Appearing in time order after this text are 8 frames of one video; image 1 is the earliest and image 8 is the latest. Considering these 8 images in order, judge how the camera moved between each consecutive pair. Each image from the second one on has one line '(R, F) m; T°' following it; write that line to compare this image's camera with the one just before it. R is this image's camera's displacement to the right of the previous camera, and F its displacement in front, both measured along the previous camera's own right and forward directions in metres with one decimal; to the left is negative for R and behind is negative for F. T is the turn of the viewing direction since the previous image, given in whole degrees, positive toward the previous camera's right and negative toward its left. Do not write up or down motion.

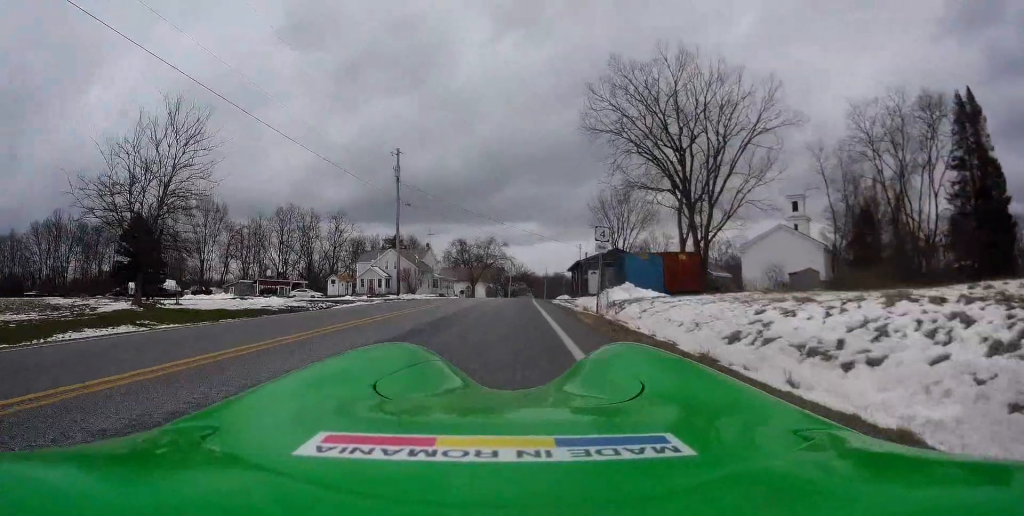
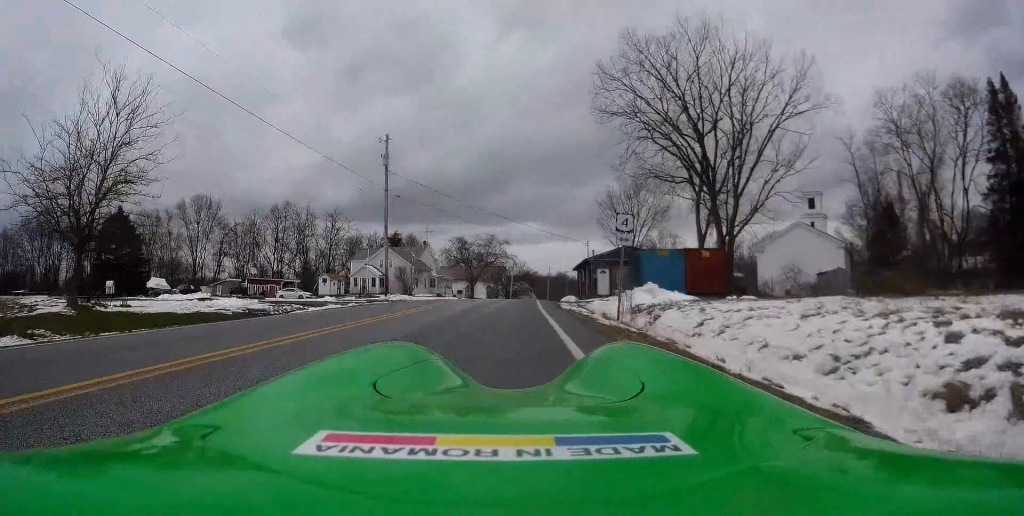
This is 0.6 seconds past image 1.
(+0.3, +4.7) m; 0°
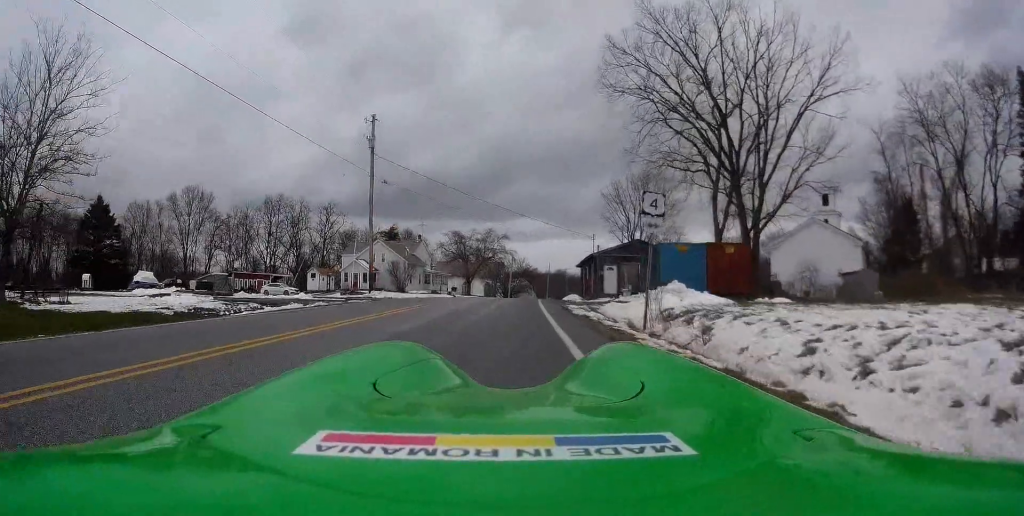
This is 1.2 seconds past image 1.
(-0.1, +4.3) m; 0°
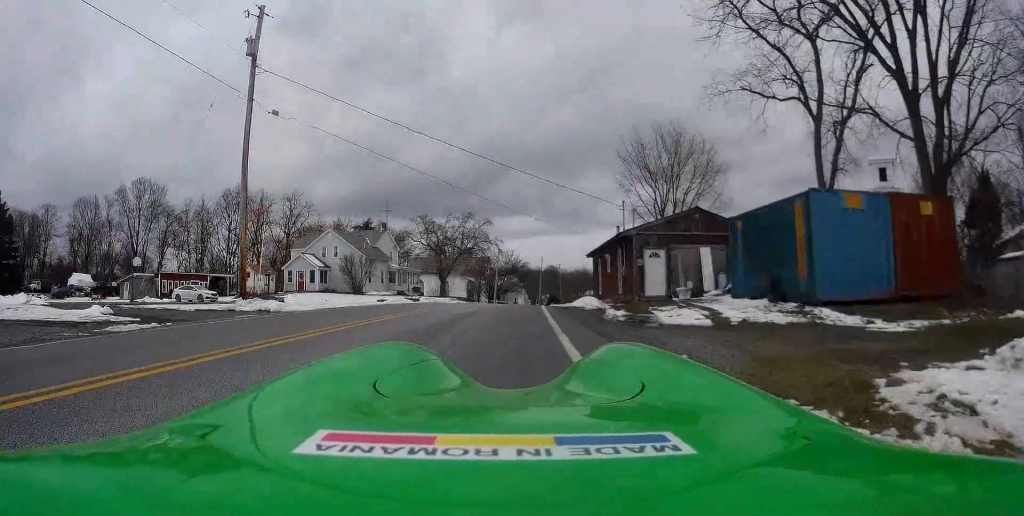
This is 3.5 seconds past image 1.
(-0.2, +17.1) m; -3°
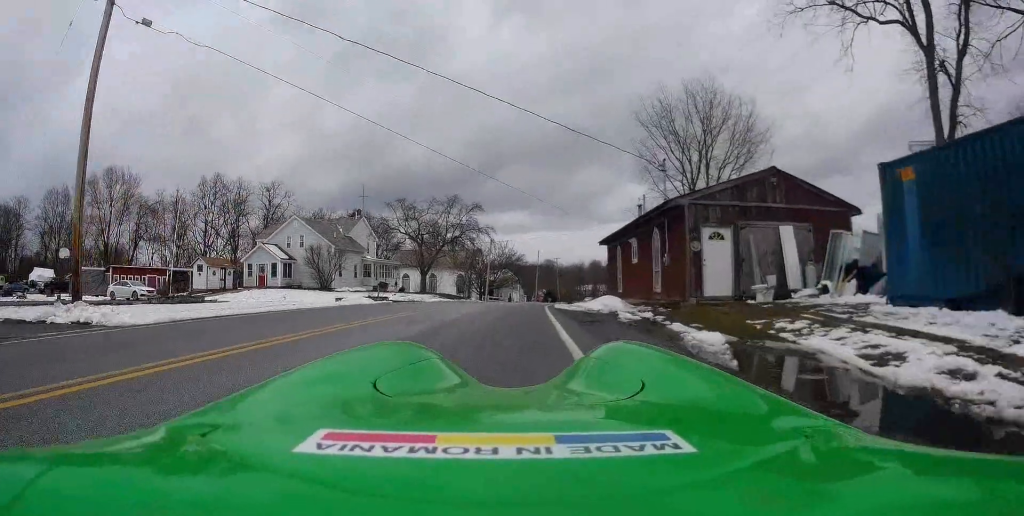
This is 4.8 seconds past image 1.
(-0.2, +9.1) m; -1°
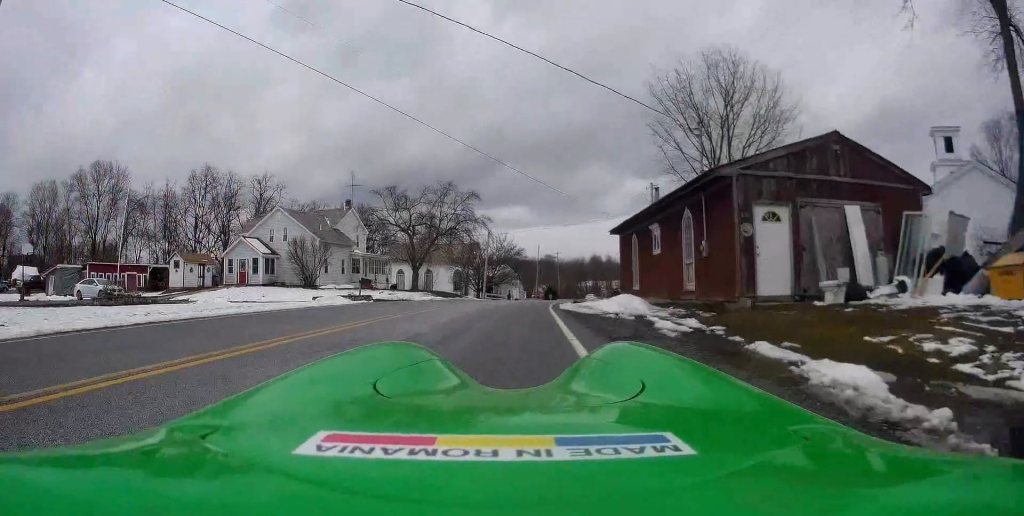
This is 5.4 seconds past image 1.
(0.0, +4.2) m; 0°
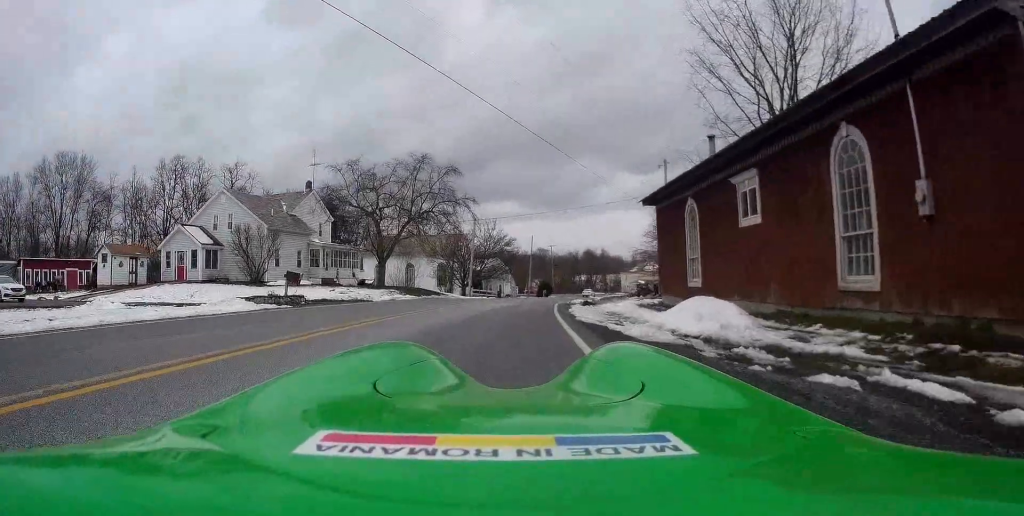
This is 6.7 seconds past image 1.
(-0.1, +9.2) m; 0°
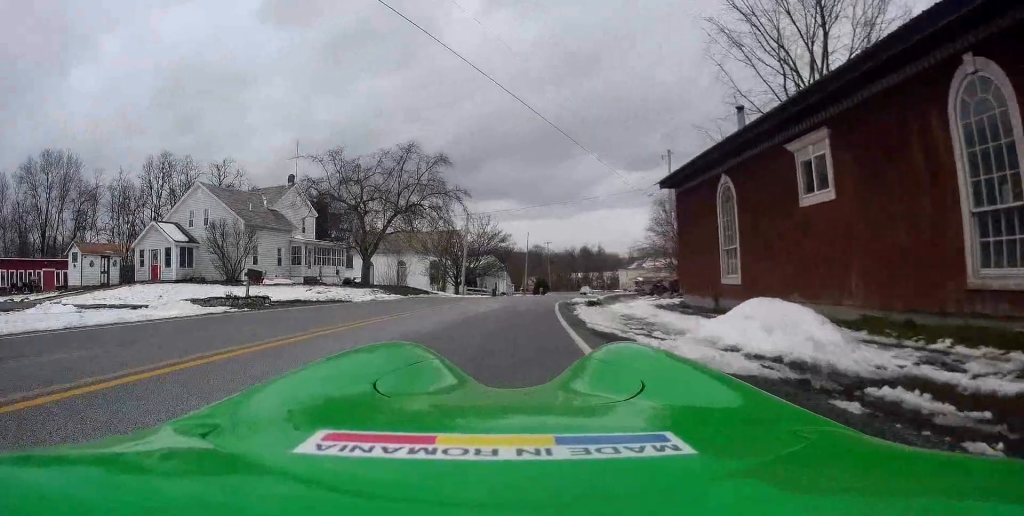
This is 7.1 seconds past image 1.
(0.0, +2.9) m; +1°
